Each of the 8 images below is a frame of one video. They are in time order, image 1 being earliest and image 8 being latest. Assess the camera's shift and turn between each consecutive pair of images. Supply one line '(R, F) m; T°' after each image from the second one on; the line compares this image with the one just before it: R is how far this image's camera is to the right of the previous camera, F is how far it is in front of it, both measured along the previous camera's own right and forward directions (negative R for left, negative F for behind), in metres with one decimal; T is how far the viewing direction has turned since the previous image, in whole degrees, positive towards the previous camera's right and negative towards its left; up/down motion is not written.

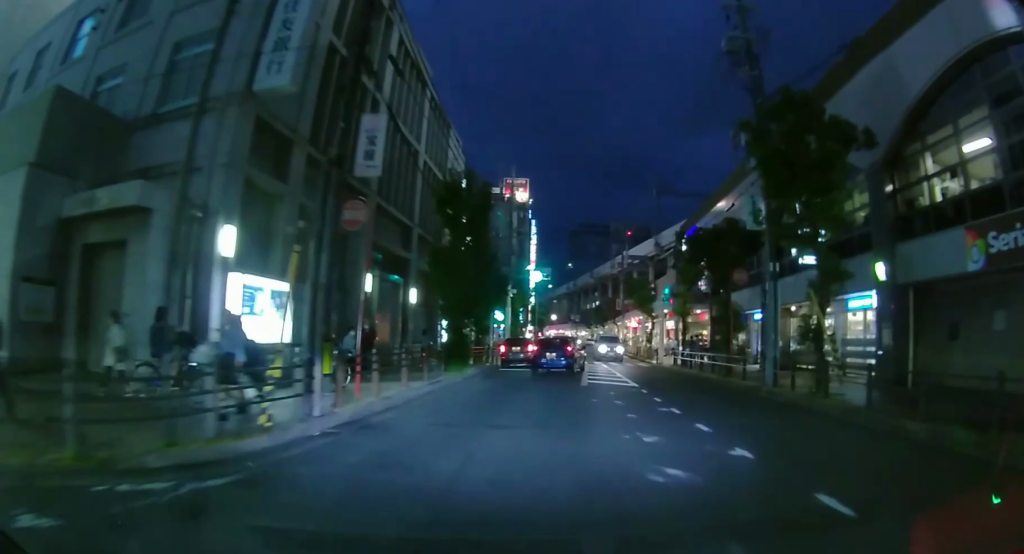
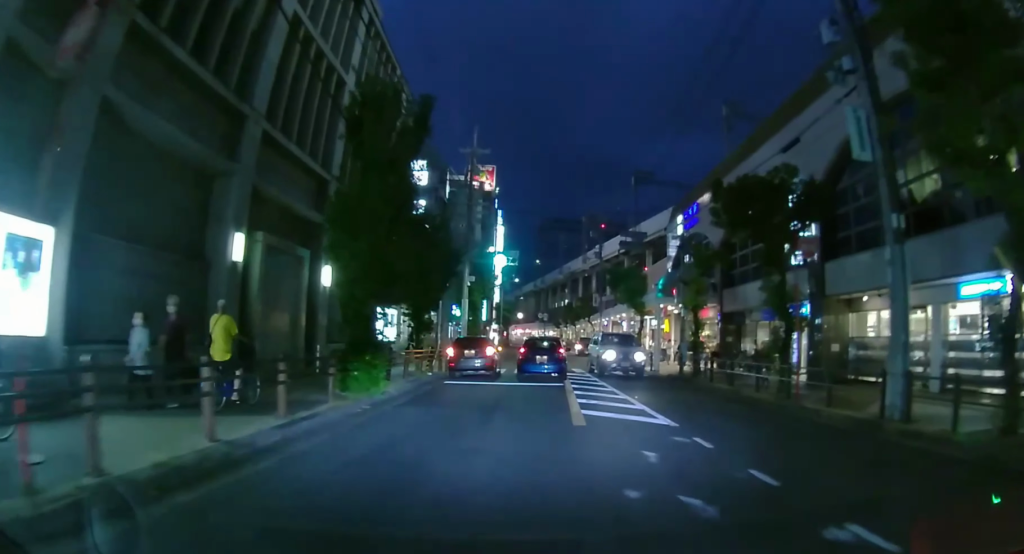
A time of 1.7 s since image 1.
(0.0, +8.1) m; 0°
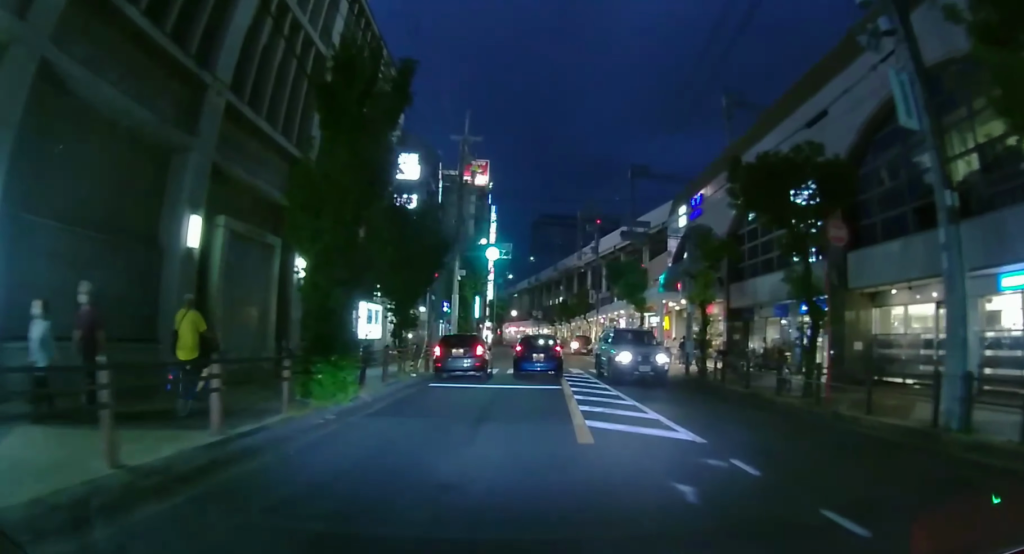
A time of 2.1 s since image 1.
(0.0, +2.0) m; 0°
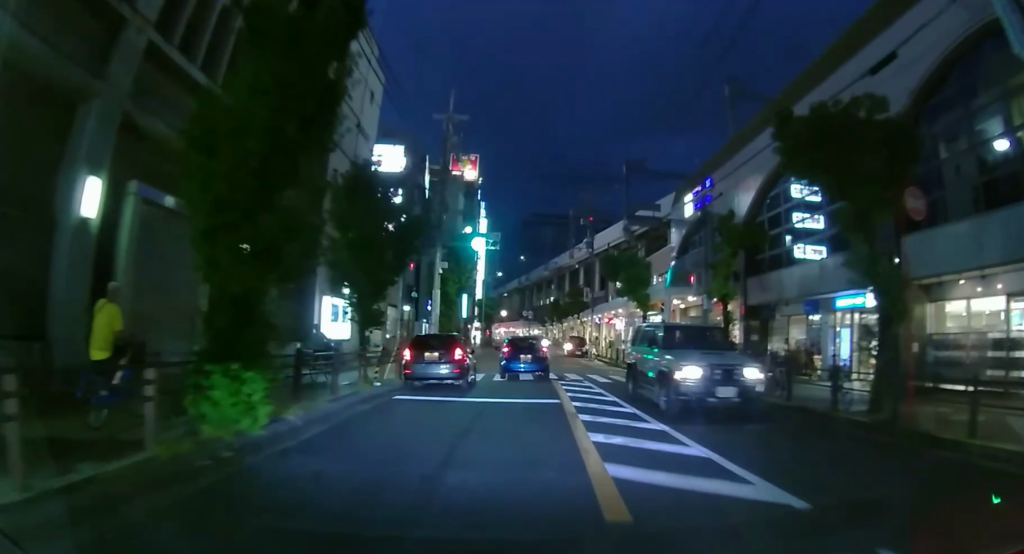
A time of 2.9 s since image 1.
(0.0, +3.3) m; 0°
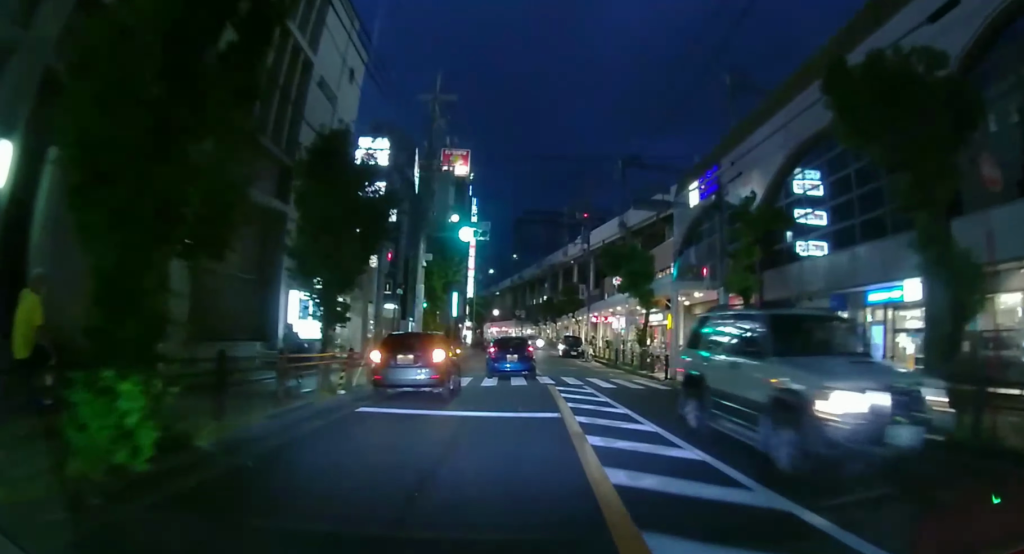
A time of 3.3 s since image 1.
(0.0, +2.1) m; 0°
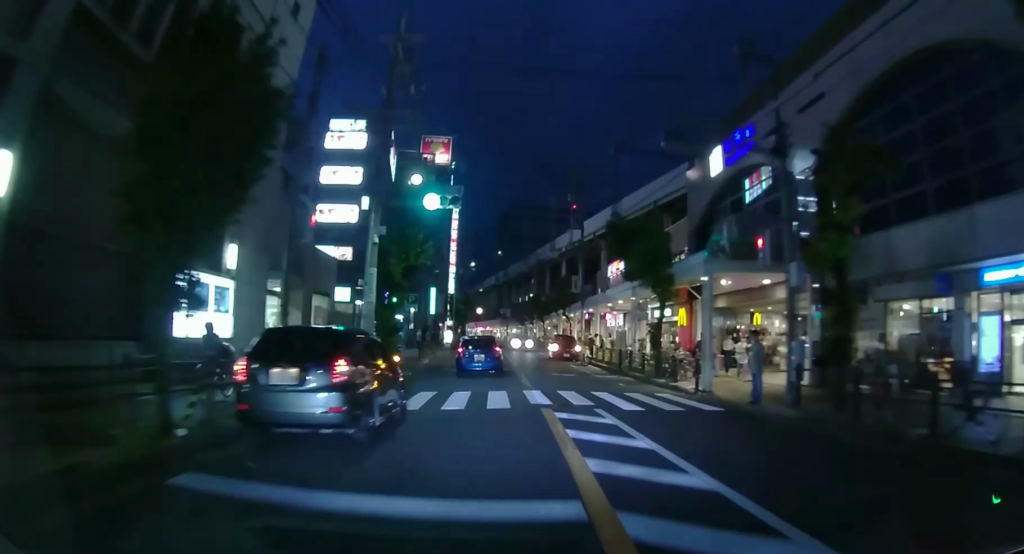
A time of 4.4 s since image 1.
(0.0, +5.0) m; 0°
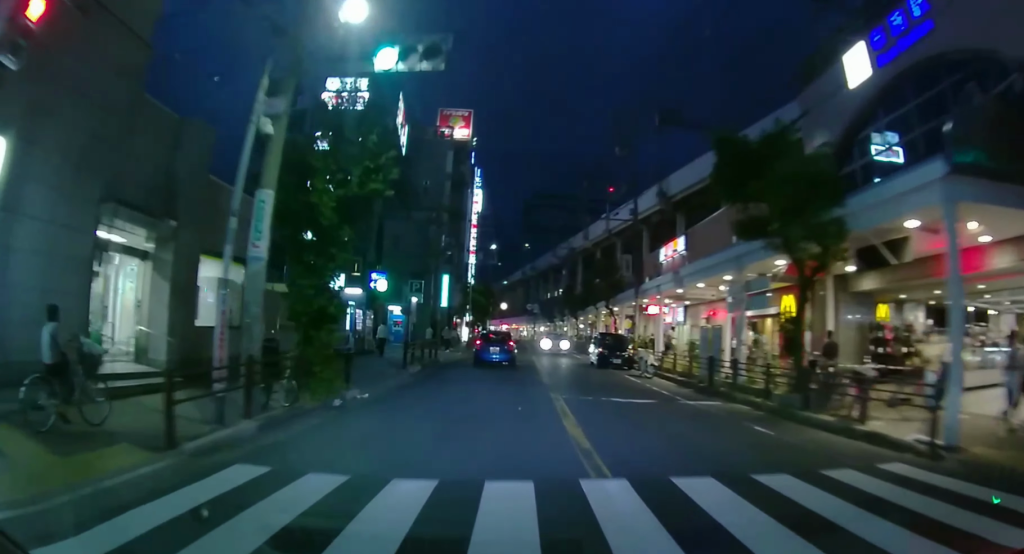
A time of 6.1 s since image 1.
(0.0, +9.2) m; 0°
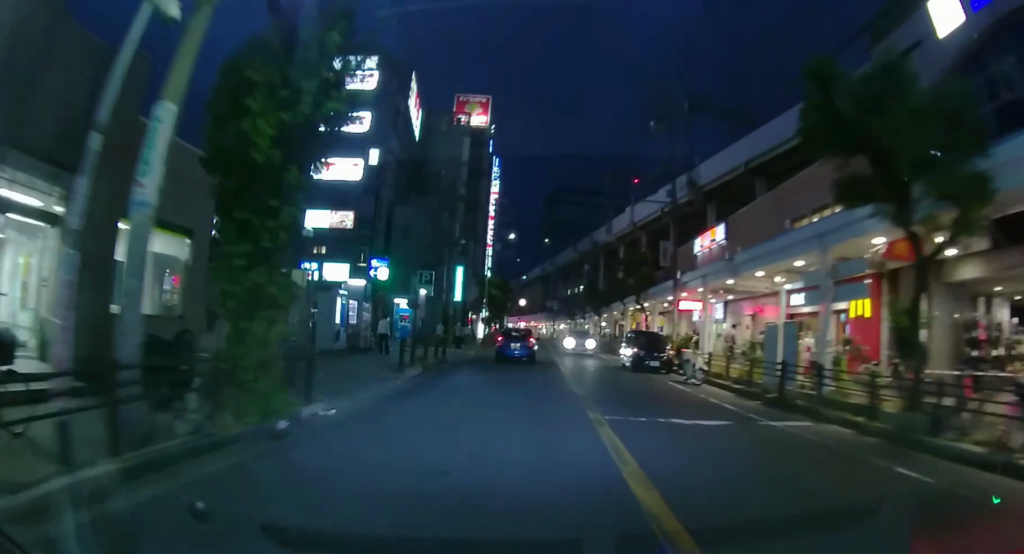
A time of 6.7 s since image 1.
(0.0, +3.3) m; 0°
